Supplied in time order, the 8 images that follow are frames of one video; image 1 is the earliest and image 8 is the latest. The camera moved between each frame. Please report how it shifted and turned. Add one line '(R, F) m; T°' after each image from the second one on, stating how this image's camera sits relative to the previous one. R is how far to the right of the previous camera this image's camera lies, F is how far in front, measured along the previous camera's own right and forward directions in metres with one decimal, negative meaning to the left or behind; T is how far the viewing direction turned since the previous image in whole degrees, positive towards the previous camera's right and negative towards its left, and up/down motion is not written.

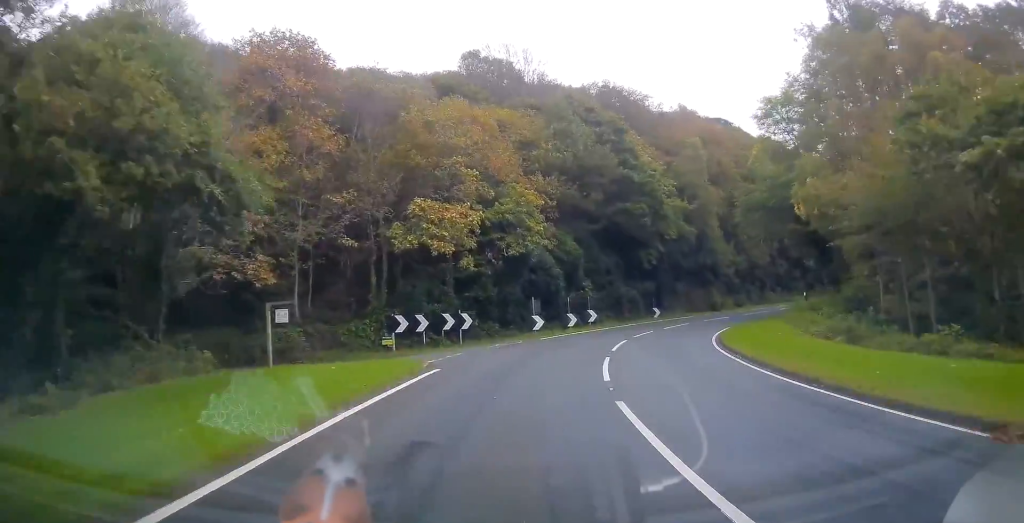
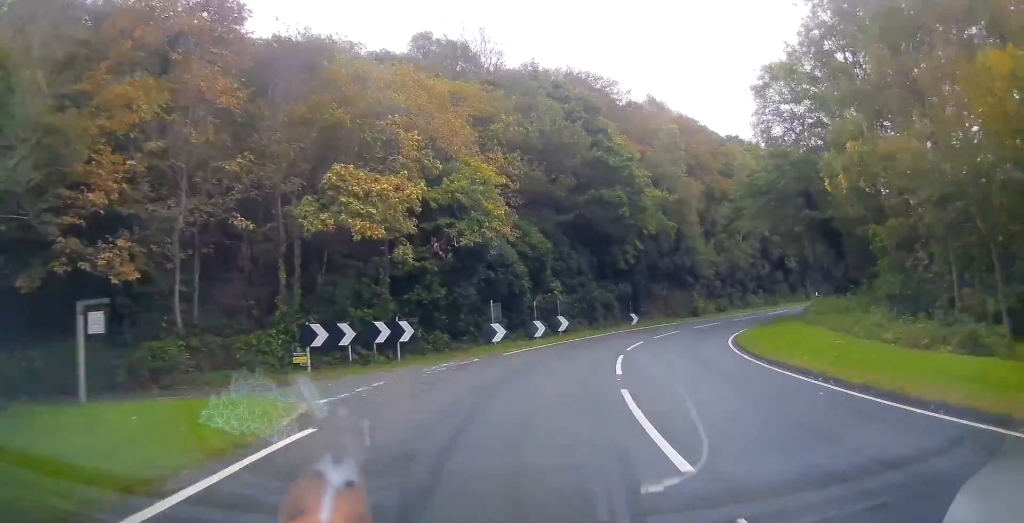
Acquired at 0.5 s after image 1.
(+0.3, +7.5) m; +5°
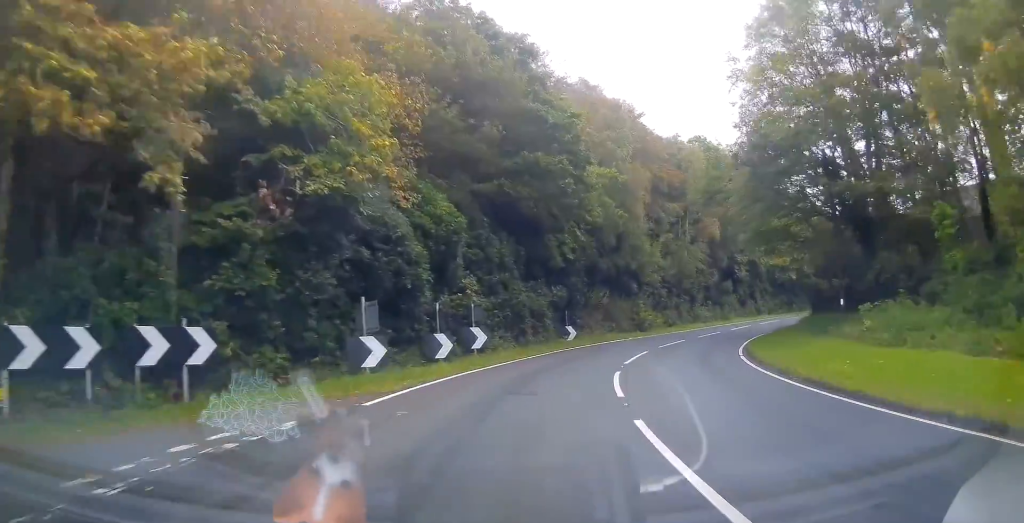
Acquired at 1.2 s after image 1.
(+0.2, +11.7) m; +8°
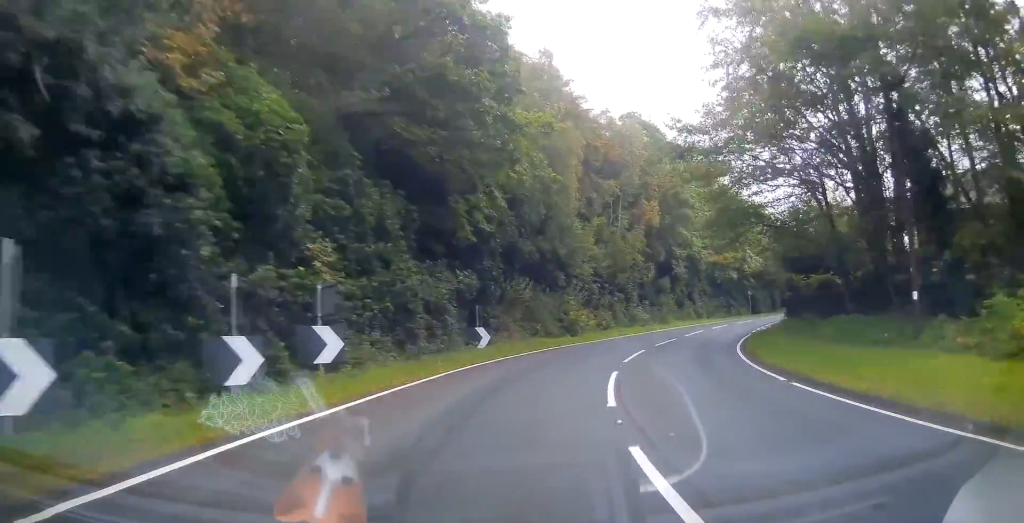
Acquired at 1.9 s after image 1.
(+1.3, +10.4) m; +7°
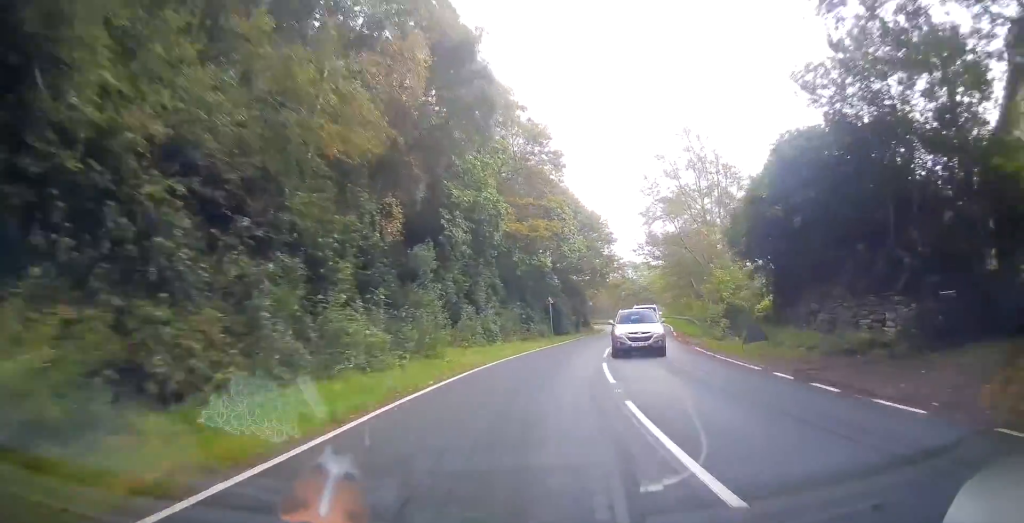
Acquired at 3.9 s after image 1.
(+7.3, +31.7) m; +26°
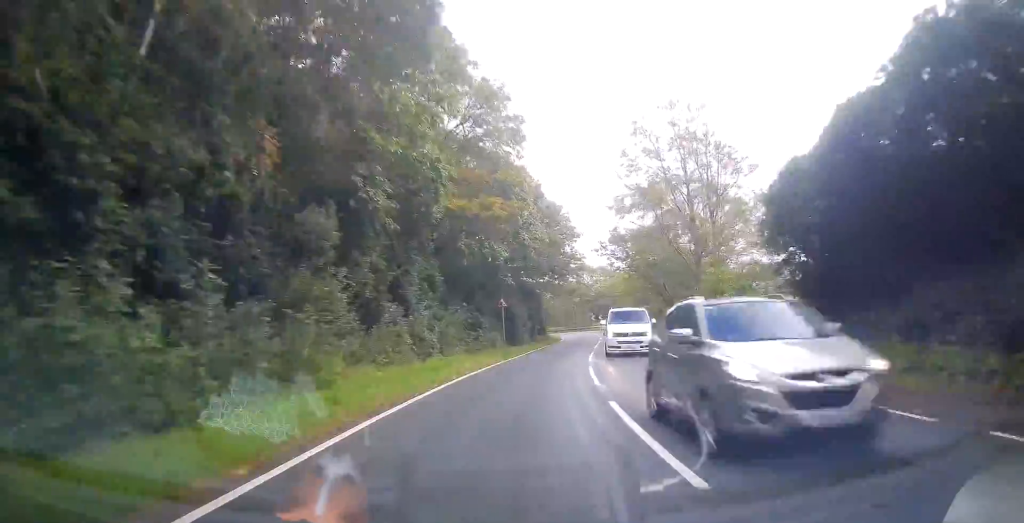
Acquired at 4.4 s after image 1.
(+0.5, +8.3) m; +5°
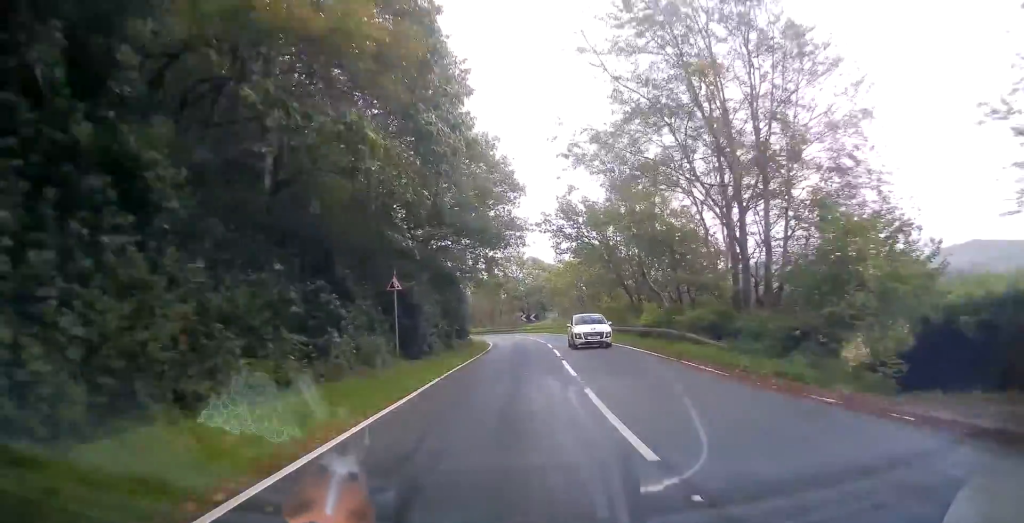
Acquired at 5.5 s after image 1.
(+1.0, +17.4) m; +6°
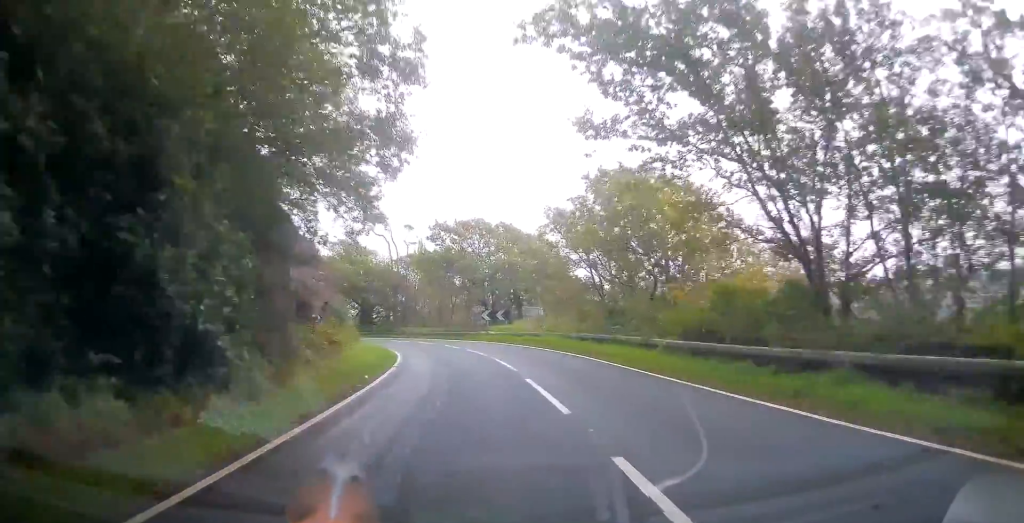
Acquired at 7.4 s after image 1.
(+1.9, +32.8) m; +2°
